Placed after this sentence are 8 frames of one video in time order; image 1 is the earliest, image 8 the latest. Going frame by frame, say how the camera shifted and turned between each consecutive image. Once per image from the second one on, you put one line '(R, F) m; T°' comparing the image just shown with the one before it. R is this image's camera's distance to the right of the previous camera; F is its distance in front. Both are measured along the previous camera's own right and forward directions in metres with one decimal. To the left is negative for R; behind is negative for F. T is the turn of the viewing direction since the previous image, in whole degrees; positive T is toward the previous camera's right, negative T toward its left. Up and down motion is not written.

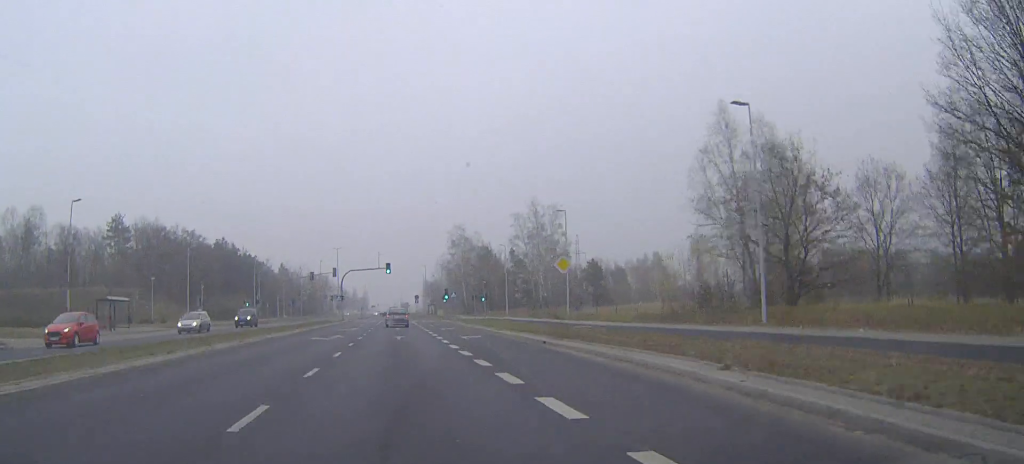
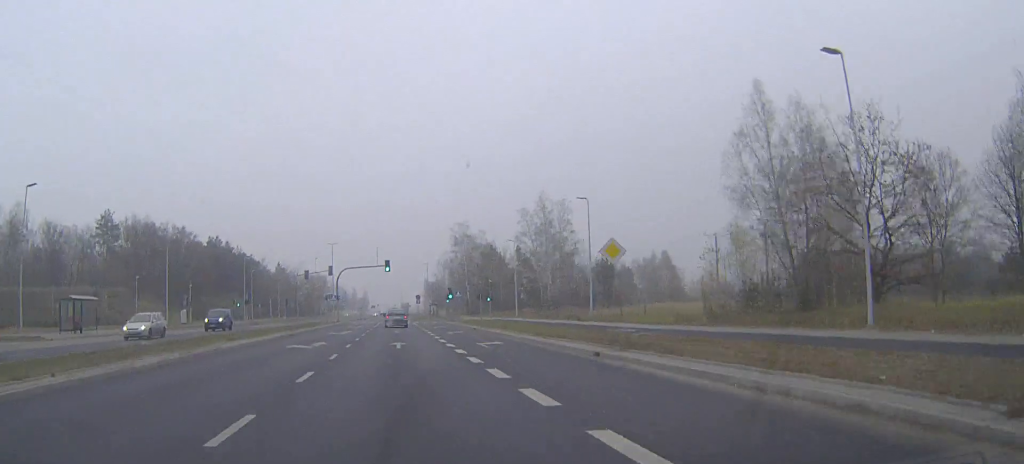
(0.0, +6.8) m; 0°
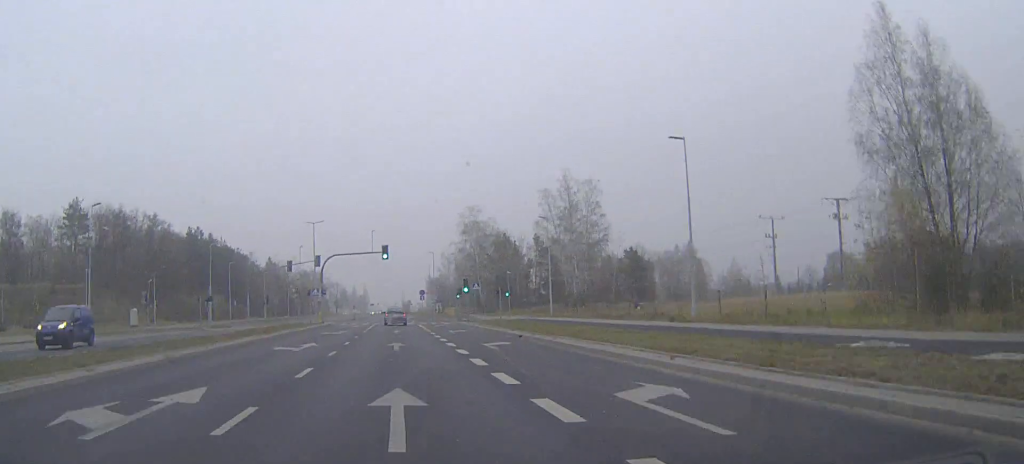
(0.0, +17.5) m; 0°
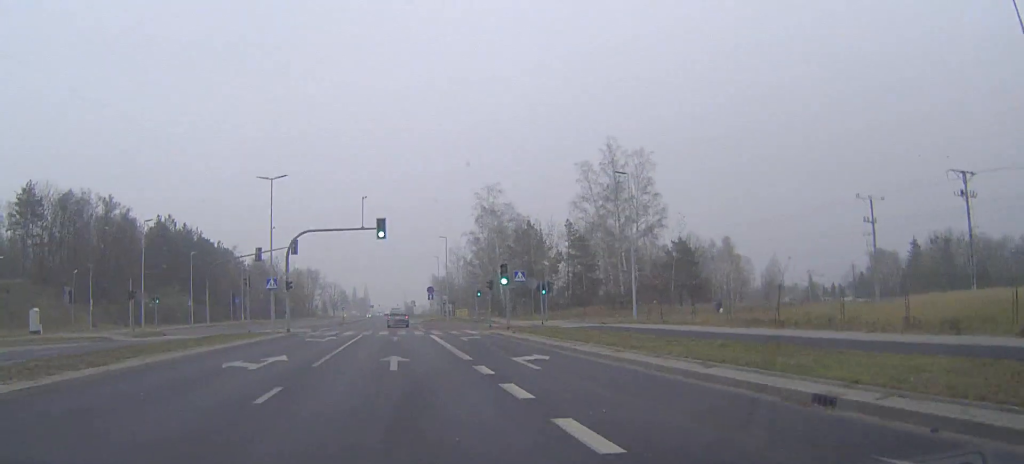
(-0.1, +21.6) m; 0°
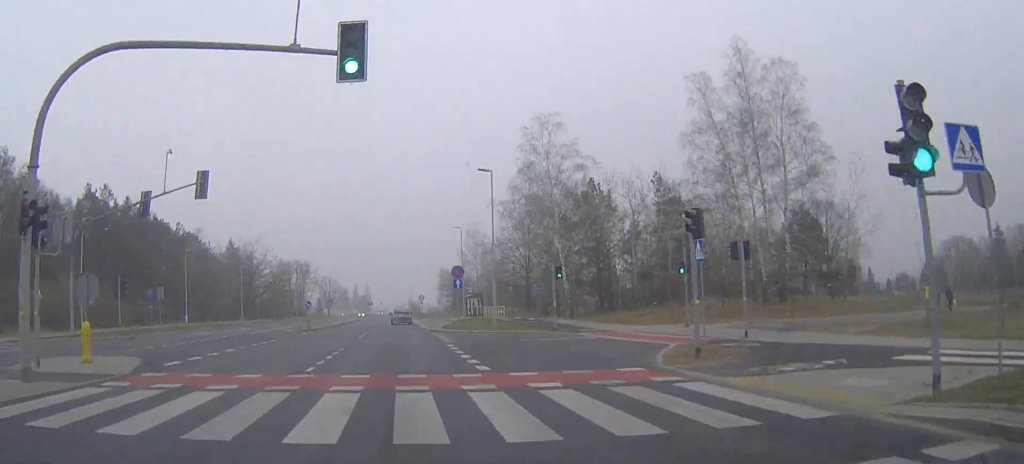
(0.0, +32.8) m; 0°
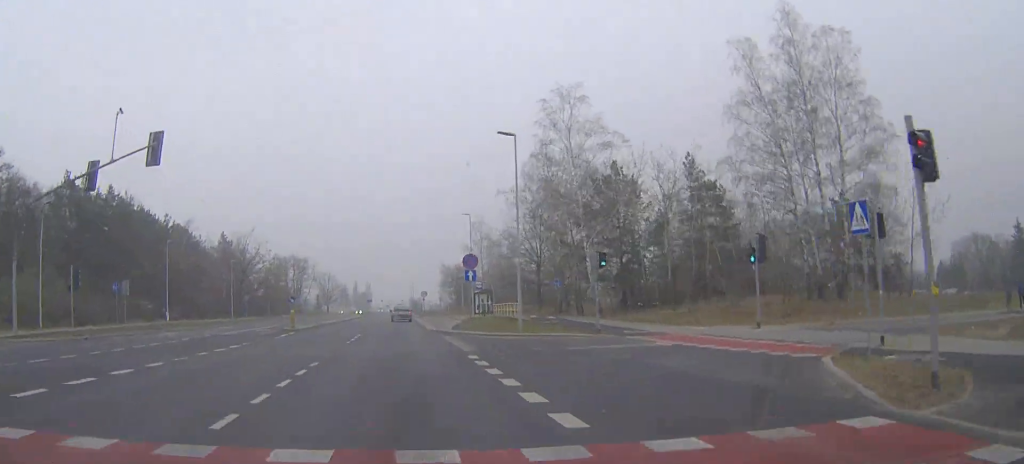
(0.0, +7.5) m; 0°
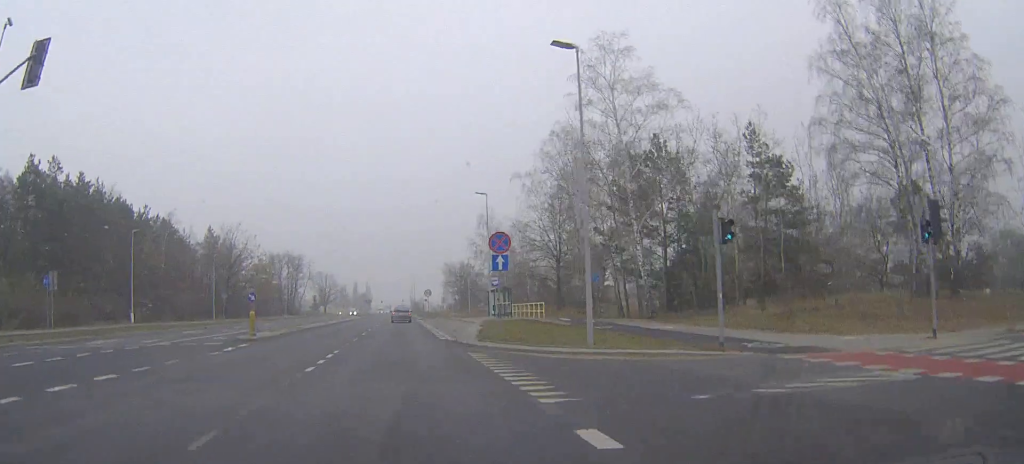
(0.0, +11.0) m; 0°
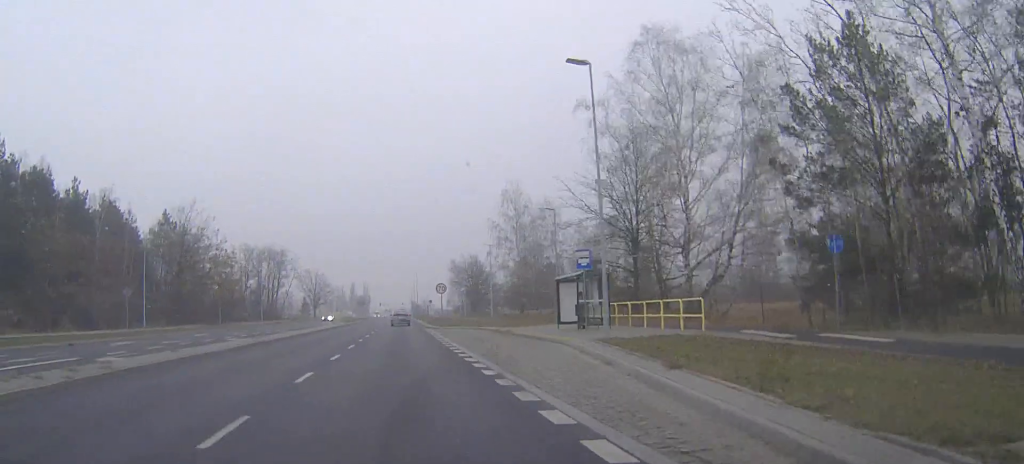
(-0.1, +27.2) m; 0°
